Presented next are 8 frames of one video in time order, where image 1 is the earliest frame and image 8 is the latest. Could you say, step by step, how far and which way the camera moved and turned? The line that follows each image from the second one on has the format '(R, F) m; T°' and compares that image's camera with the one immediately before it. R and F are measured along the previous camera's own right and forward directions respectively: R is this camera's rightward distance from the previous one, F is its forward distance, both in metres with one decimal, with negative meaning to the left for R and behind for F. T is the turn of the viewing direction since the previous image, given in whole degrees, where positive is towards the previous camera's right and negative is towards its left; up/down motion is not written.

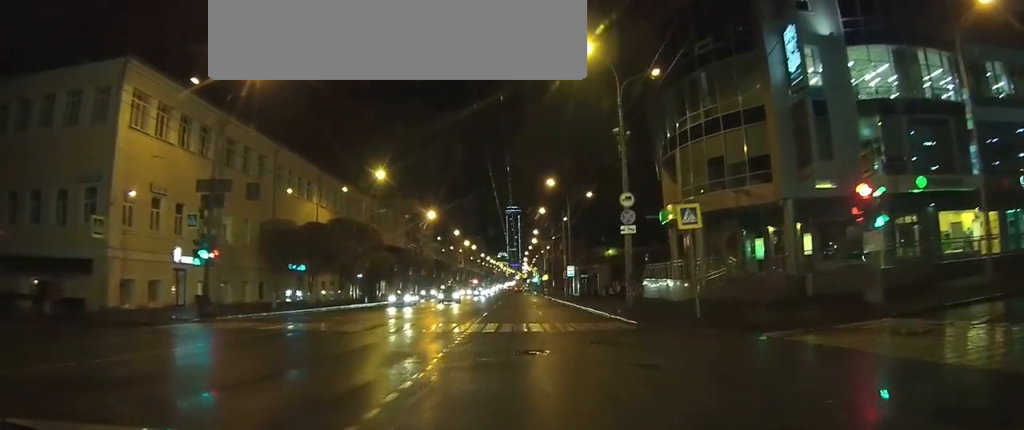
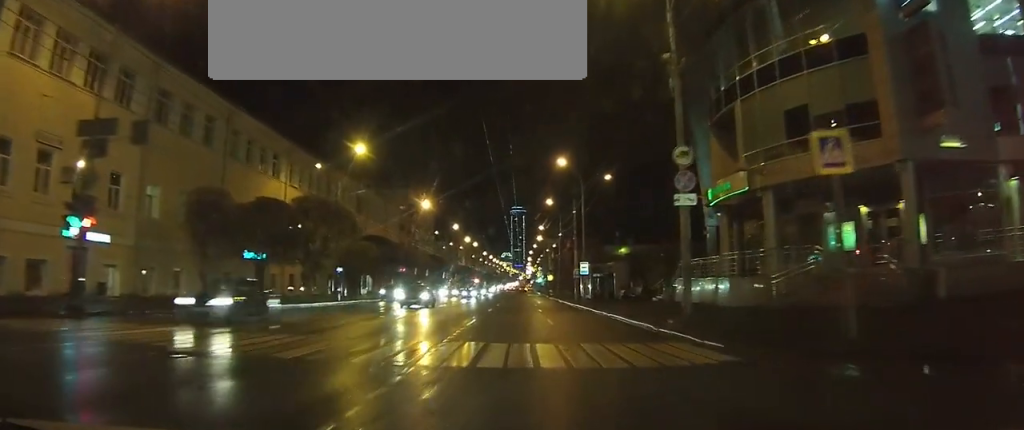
(-0.1, +9.4) m; -1°
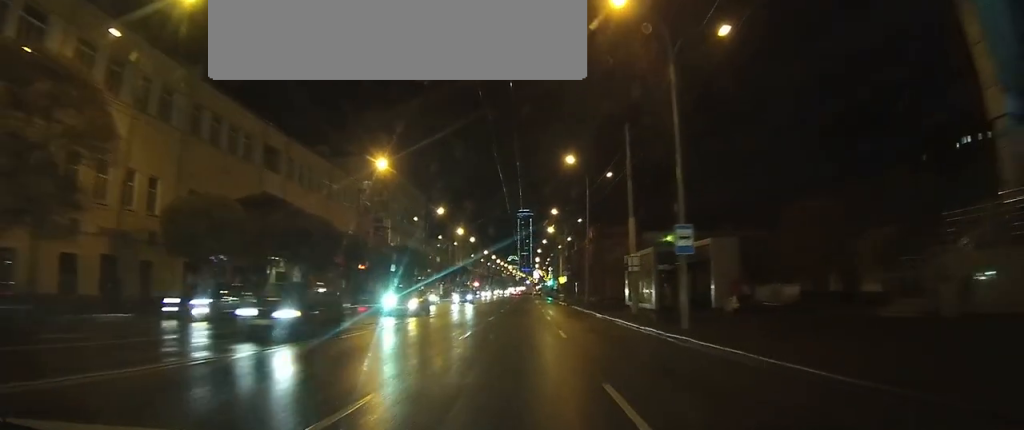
(-0.5, +28.6) m; 0°
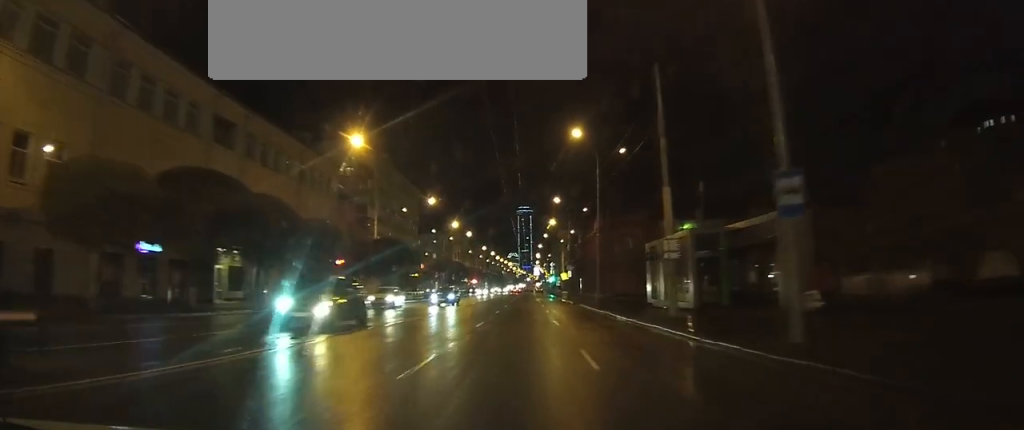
(+0.1, +7.8) m; +1°
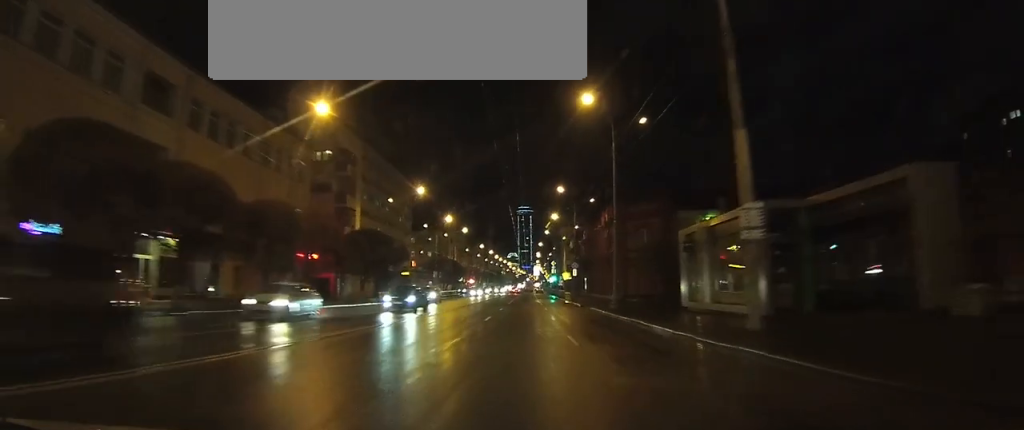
(0.0, +8.3) m; 0°
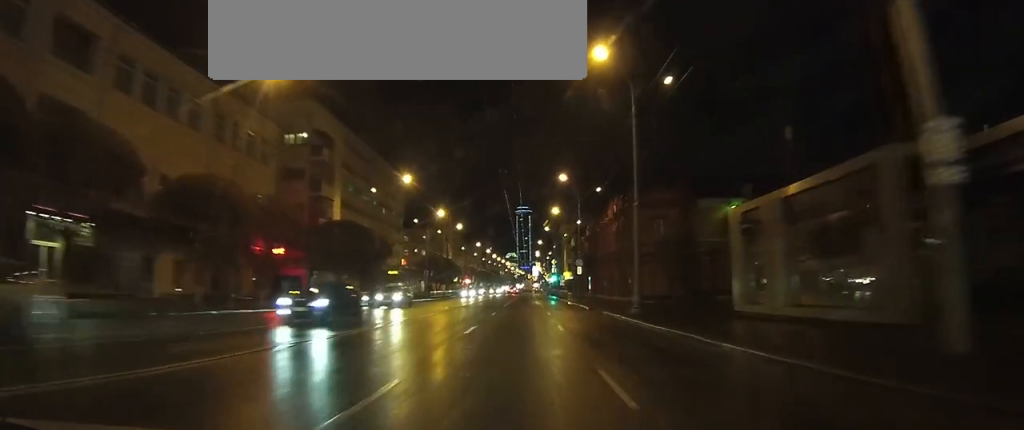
(0.0, +7.4) m; 0°
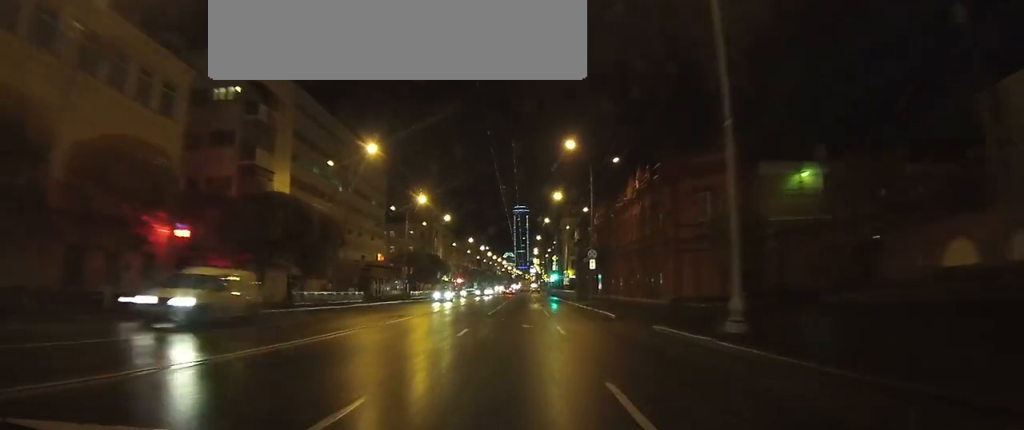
(0.0, +14.0) m; 0°
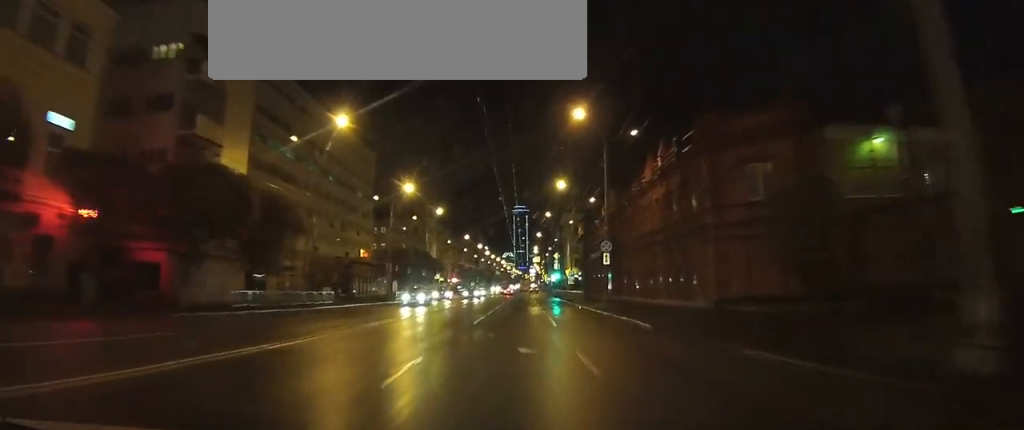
(0.0, +8.4) m; 0°
